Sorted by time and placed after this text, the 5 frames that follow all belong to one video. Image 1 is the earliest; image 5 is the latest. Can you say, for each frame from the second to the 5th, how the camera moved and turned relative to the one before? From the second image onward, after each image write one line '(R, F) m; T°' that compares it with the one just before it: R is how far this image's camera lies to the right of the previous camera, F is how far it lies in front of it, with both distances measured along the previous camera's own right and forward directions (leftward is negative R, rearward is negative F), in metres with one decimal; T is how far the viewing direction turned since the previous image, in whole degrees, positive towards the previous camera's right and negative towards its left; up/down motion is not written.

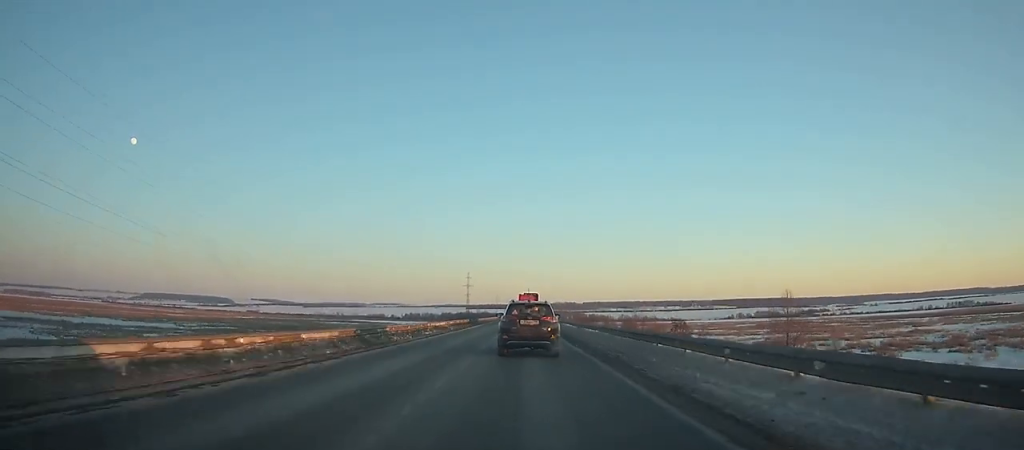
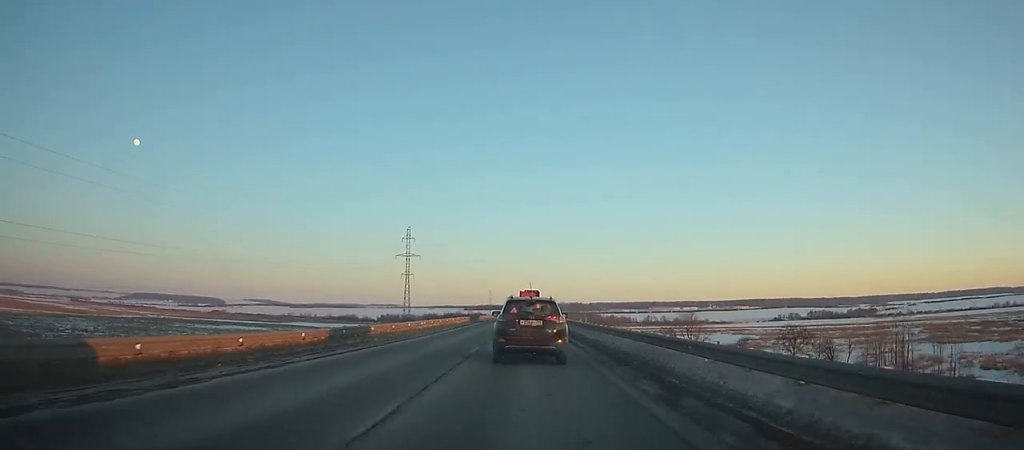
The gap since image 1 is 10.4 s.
(-0.2, +223.7) m; 0°
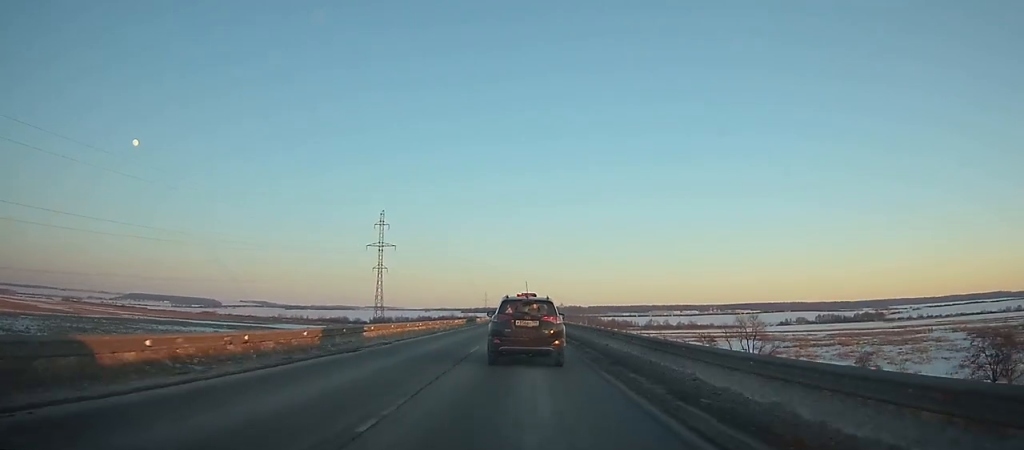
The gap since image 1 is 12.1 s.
(+0.1, +35.3) m; 0°
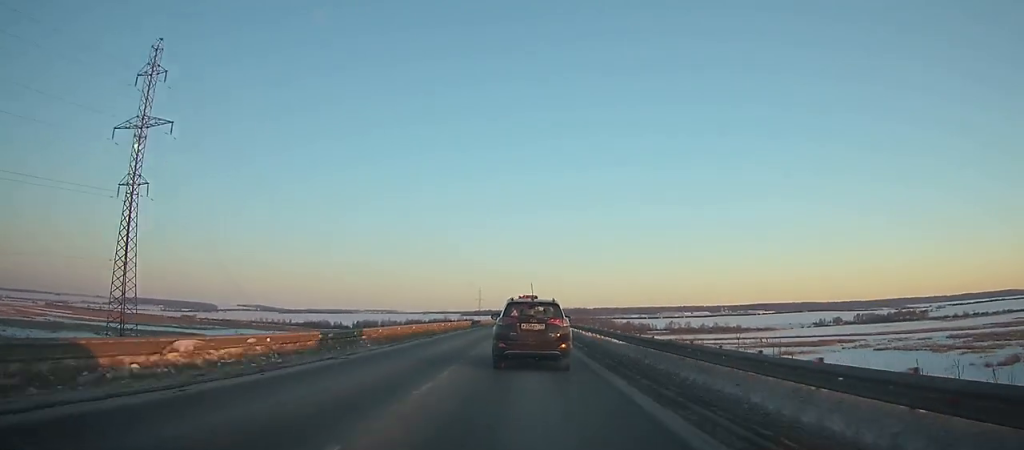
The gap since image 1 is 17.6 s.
(-0.1, +110.7) m; 0°
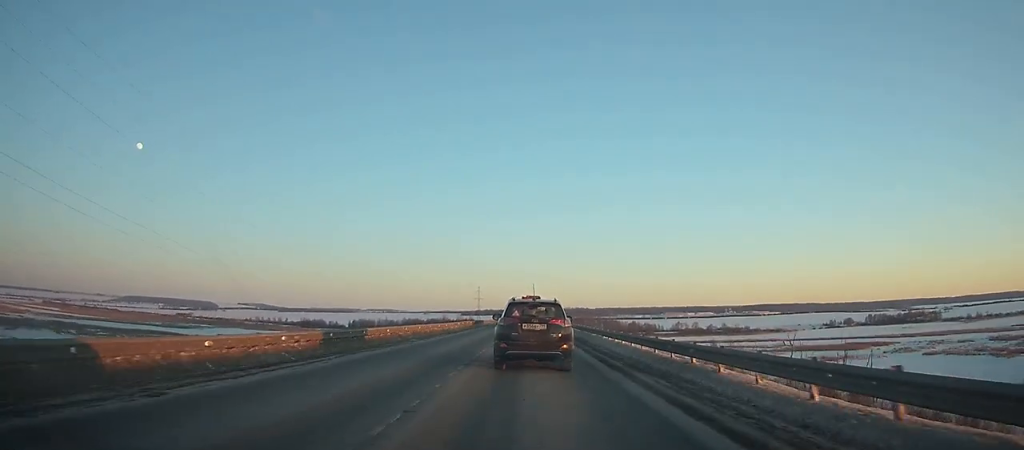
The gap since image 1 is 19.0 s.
(-0.1, +27.4) m; 0°
